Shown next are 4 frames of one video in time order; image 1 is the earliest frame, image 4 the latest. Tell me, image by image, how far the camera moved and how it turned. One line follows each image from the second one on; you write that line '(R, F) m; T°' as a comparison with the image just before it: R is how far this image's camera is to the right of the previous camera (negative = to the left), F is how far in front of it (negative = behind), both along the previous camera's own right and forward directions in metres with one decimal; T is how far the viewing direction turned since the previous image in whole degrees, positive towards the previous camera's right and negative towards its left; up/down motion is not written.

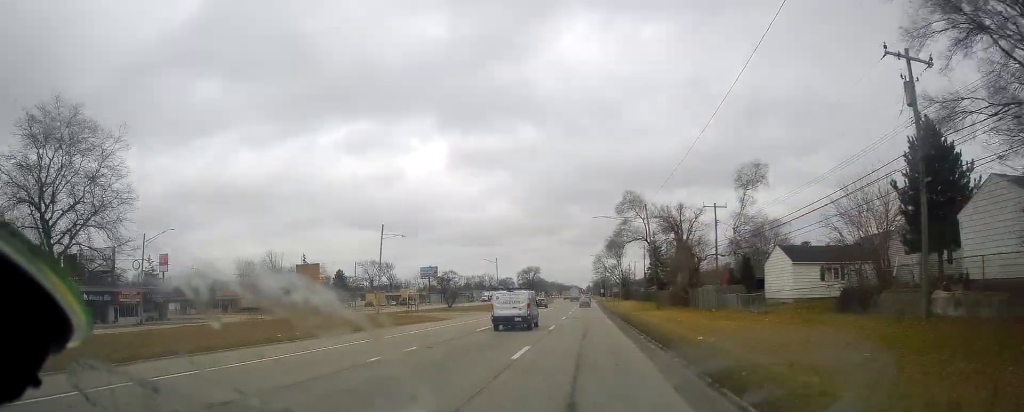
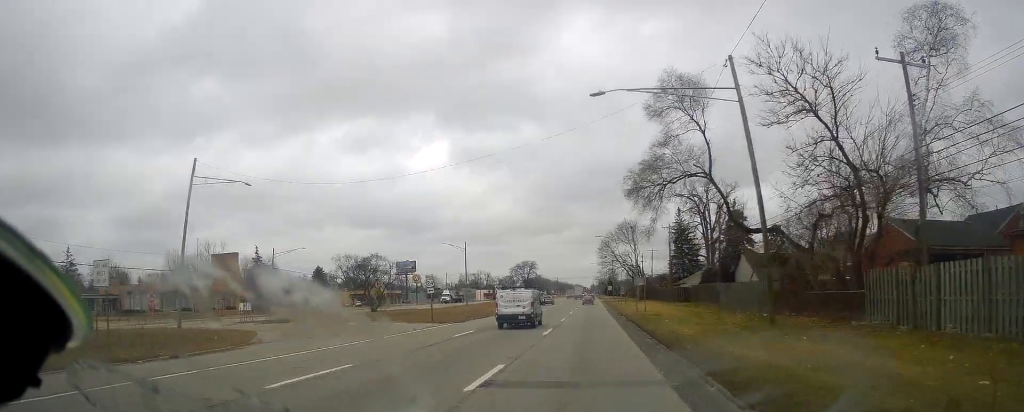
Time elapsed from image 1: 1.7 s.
(+0.5, +36.3) m; +2°
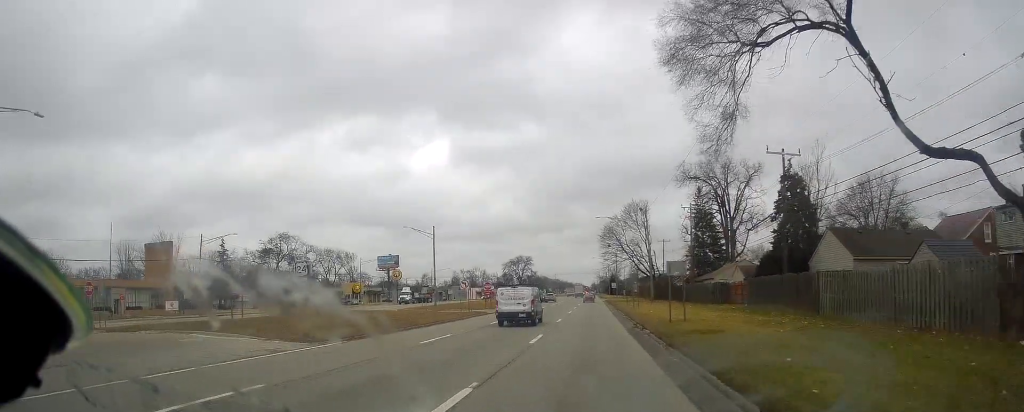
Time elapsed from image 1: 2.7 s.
(-0.1, +19.5) m; 0°
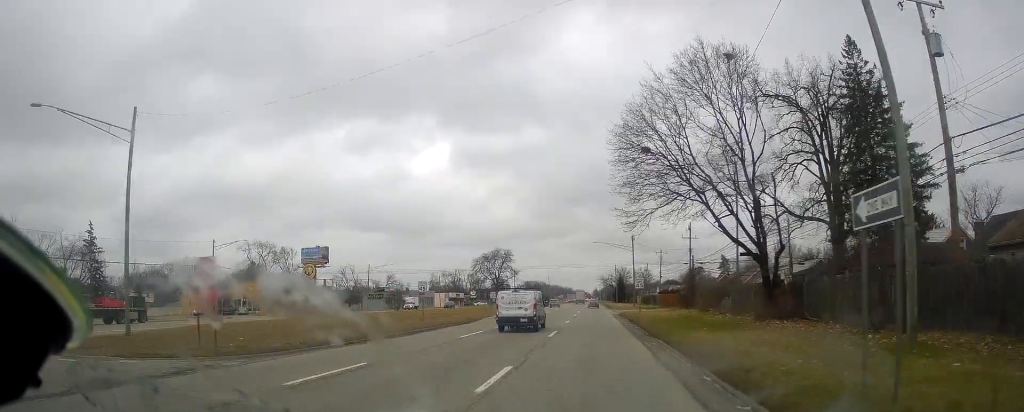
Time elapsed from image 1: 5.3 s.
(-1.4, +54.8) m; -3°
